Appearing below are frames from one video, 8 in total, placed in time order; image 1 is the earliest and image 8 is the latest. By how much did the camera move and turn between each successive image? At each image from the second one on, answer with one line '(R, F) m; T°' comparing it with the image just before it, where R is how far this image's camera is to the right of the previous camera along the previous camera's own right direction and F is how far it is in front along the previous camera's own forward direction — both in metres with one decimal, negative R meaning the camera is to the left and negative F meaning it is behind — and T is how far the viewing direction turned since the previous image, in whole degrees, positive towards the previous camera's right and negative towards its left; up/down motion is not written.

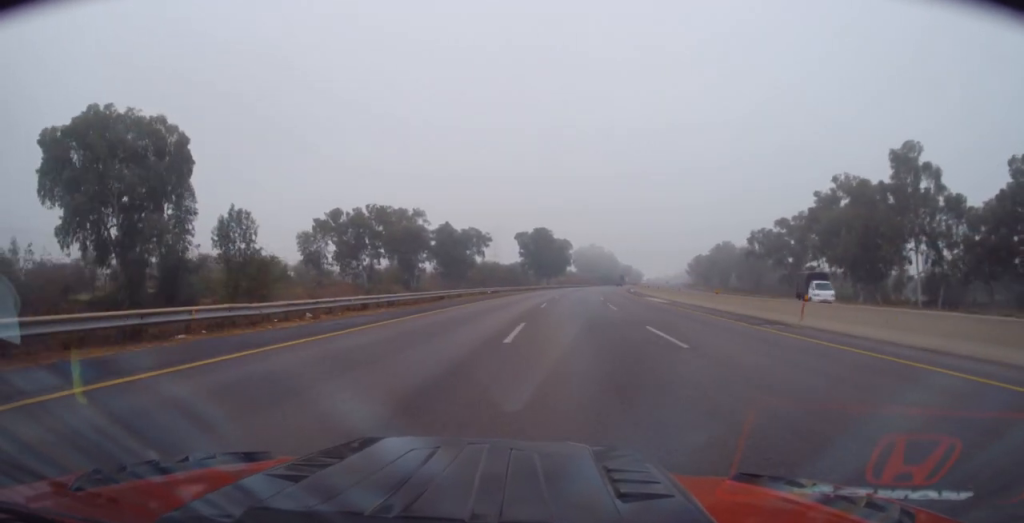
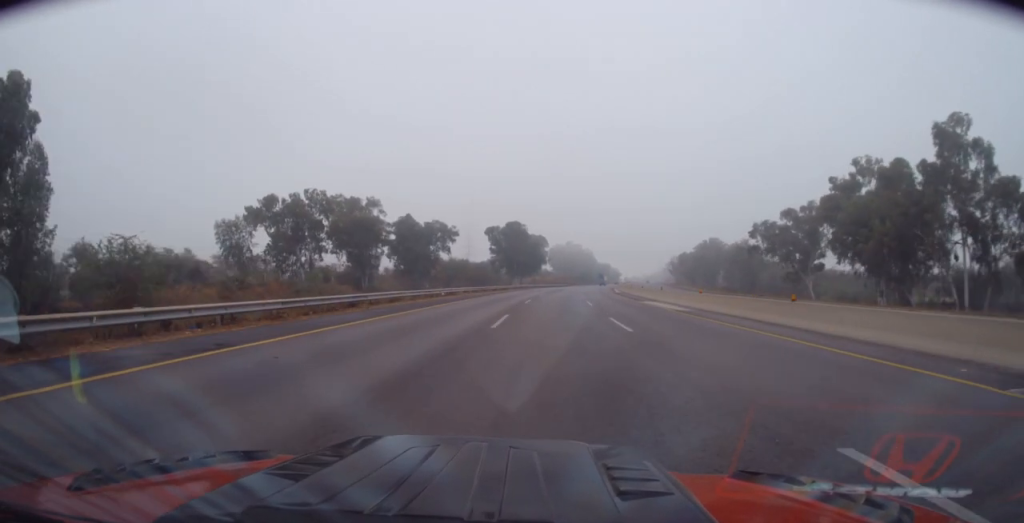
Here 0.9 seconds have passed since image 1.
(+0.1, +14.0) m; +2°
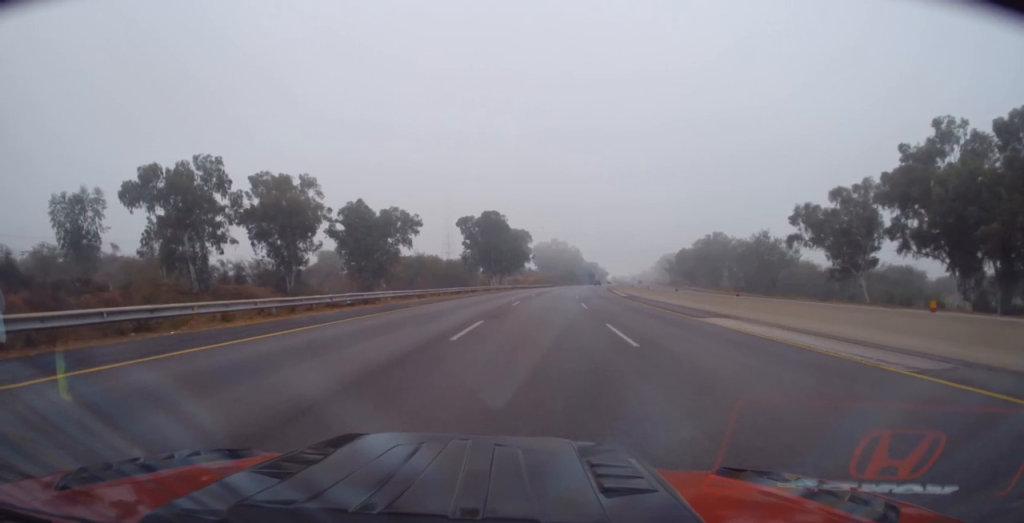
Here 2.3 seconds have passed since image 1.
(+0.9, +21.8) m; +2°
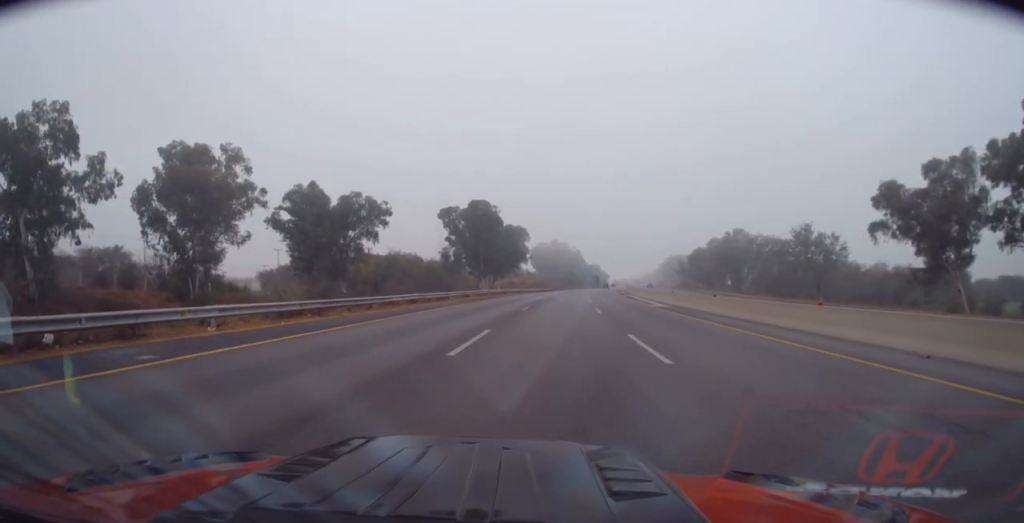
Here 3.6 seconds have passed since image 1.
(-0.4, +20.0) m; 0°
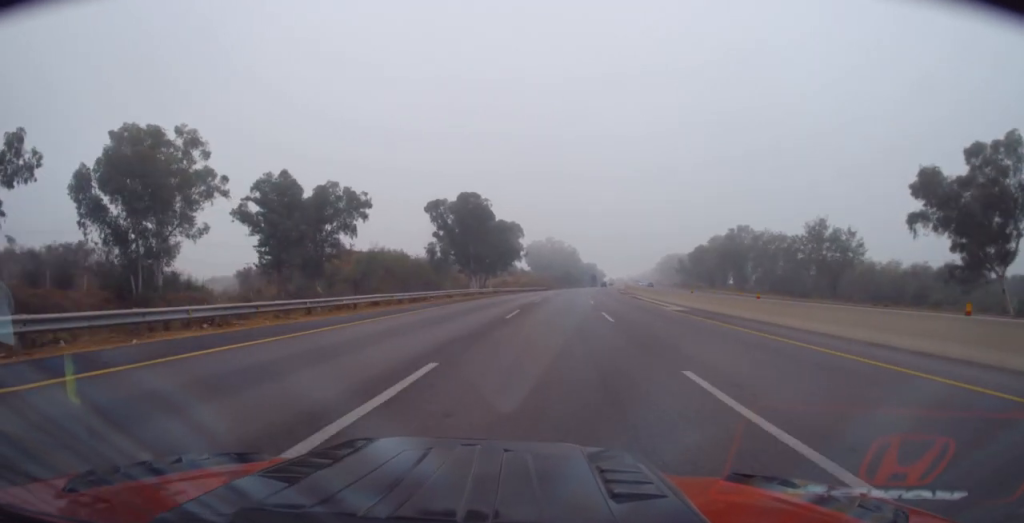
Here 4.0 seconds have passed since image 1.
(0.0, +7.2) m; +1°
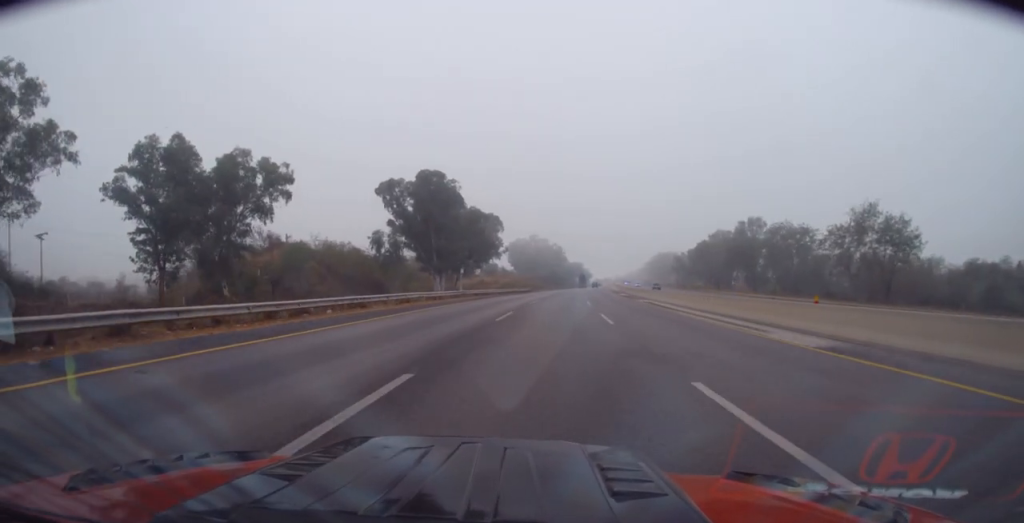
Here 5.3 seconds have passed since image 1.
(+0.3, +19.2) m; +1°
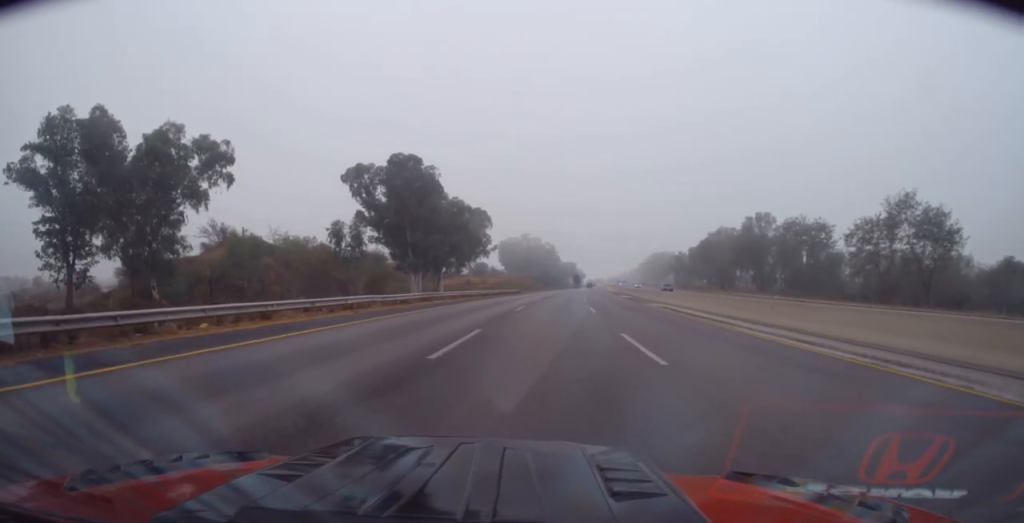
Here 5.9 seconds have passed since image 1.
(0.0, +9.9) m; 0°
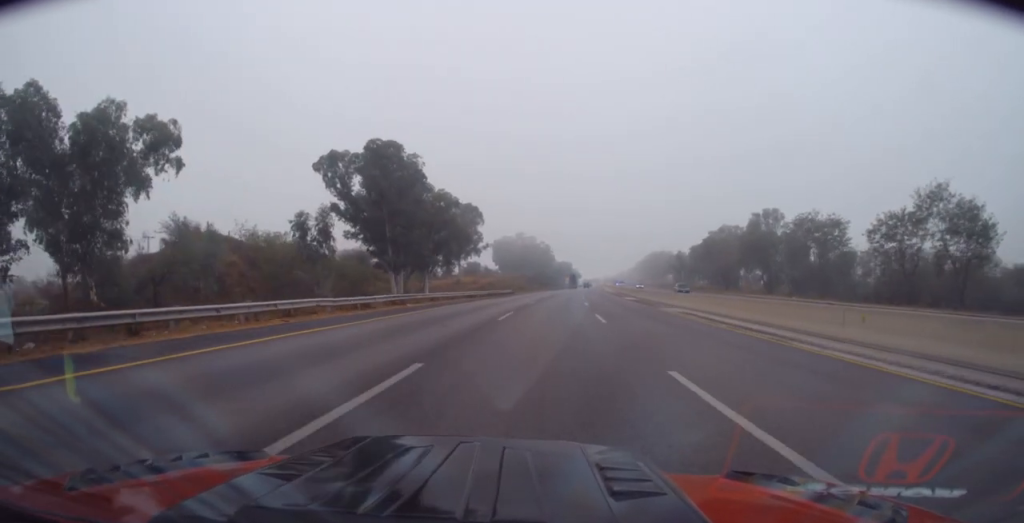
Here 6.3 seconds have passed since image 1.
(0.0, +6.8) m; 0°
